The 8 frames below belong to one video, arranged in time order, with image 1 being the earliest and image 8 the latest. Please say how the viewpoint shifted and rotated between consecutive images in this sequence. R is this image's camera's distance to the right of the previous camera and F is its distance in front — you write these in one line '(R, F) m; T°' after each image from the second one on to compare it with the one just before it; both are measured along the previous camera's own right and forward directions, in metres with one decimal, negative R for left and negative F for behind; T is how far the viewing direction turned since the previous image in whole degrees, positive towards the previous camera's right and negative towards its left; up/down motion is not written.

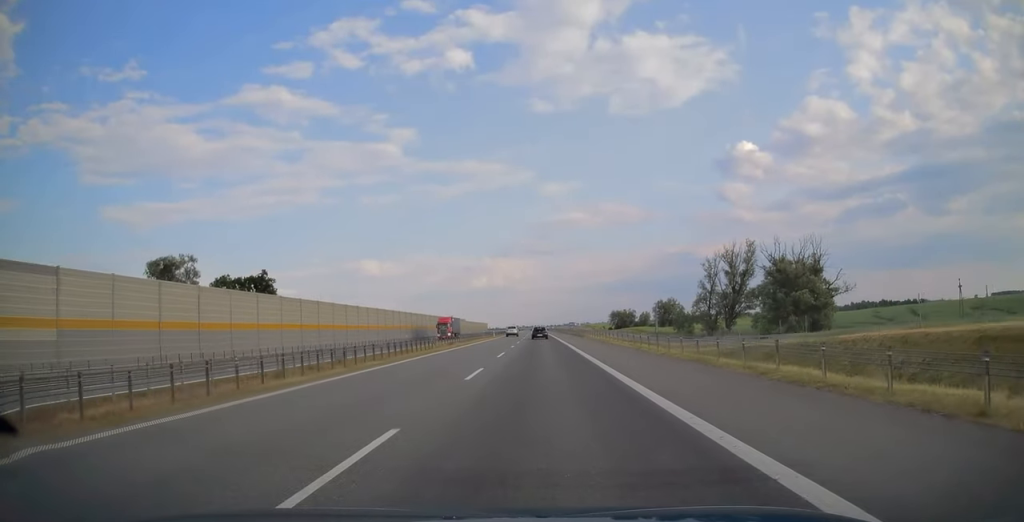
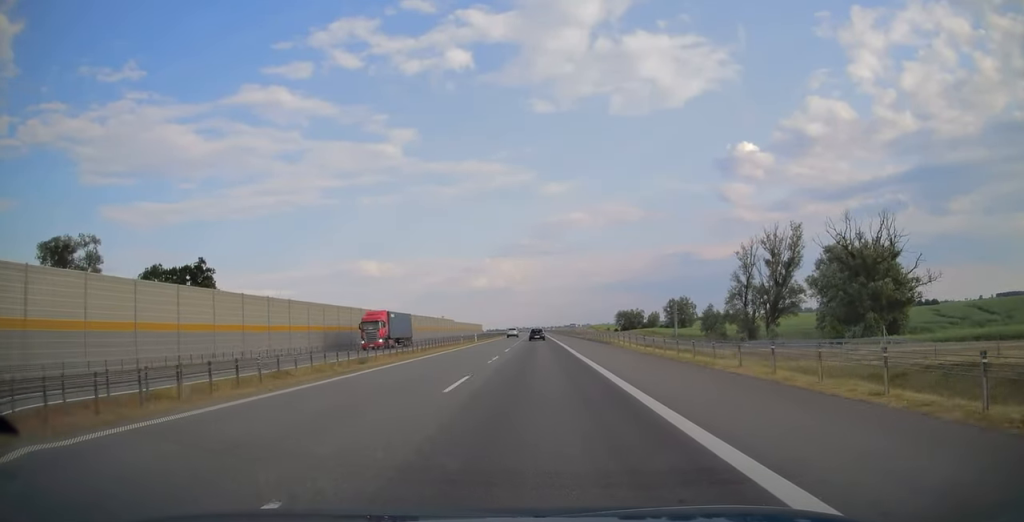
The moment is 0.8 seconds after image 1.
(-0.1, +27.3) m; 0°
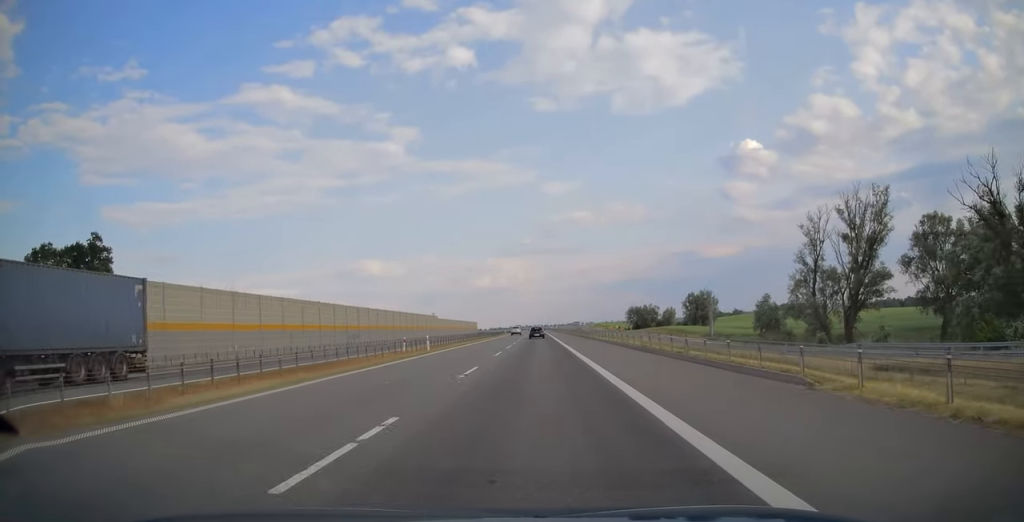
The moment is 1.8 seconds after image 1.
(0.0, +31.7) m; 0°
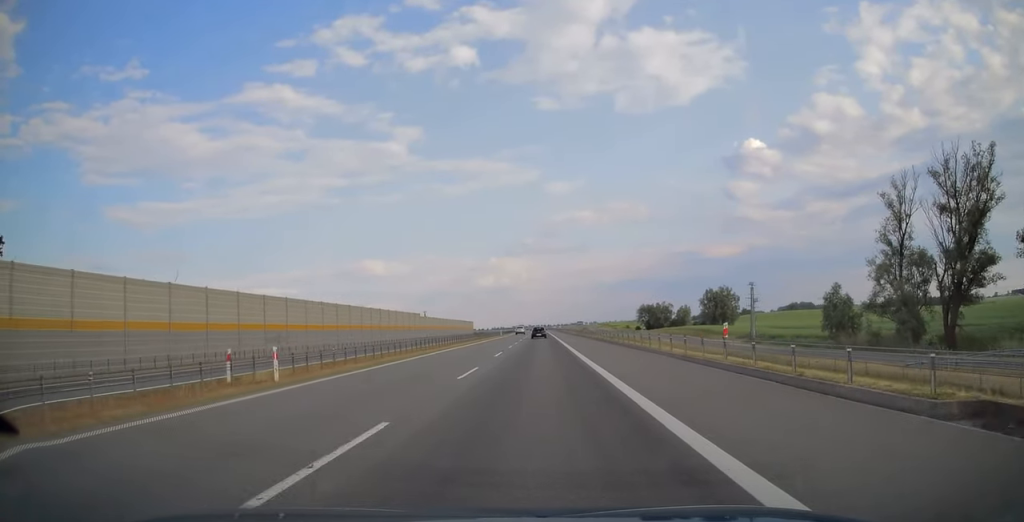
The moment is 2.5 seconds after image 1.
(0.0, +24.4) m; 0°
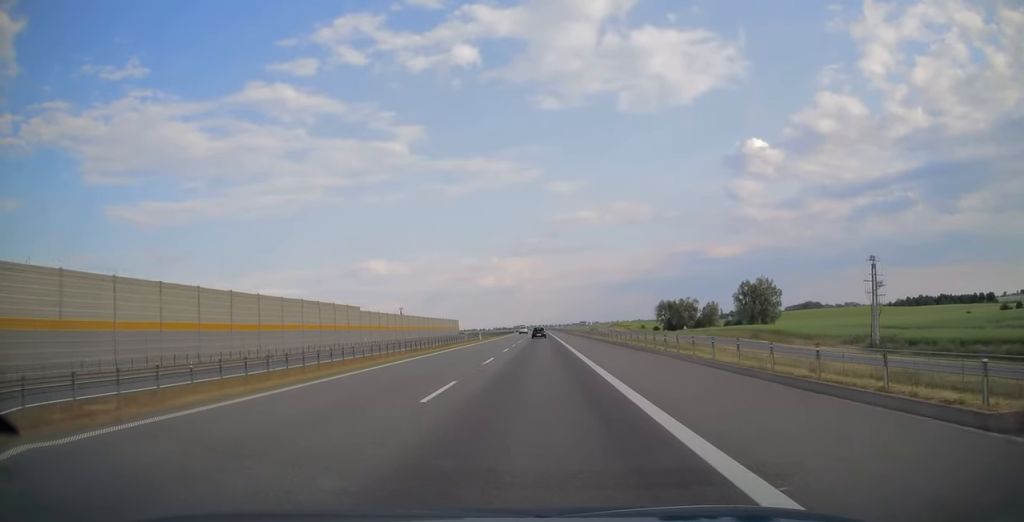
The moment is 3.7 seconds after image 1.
(-0.1, +41.0) m; 0°
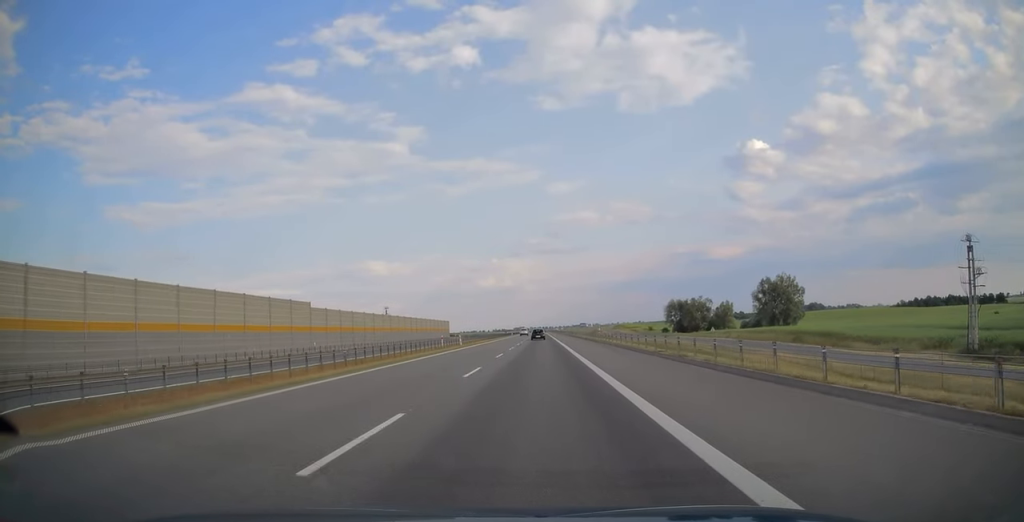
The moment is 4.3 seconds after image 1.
(0.0, +17.7) m; 0°
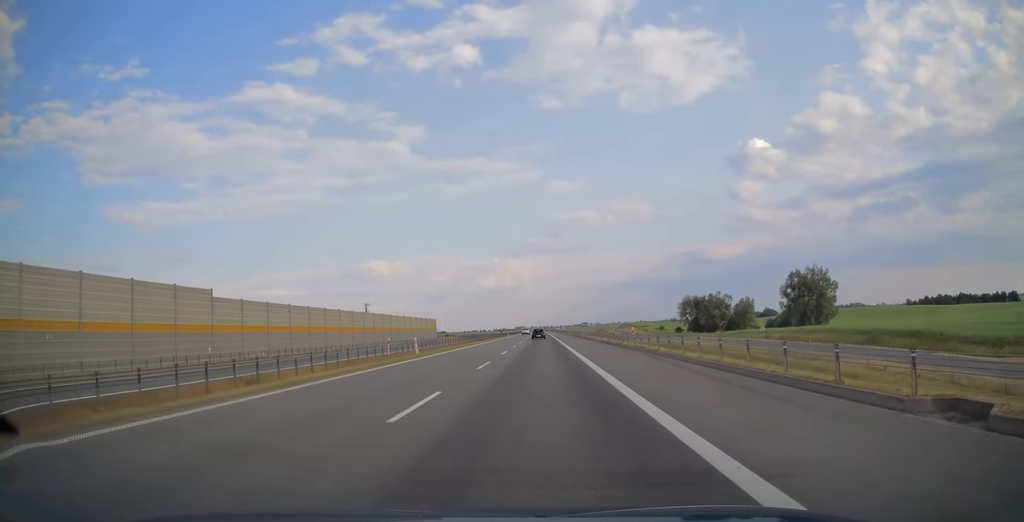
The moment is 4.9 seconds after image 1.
(0.0, +20.4) m; 0°
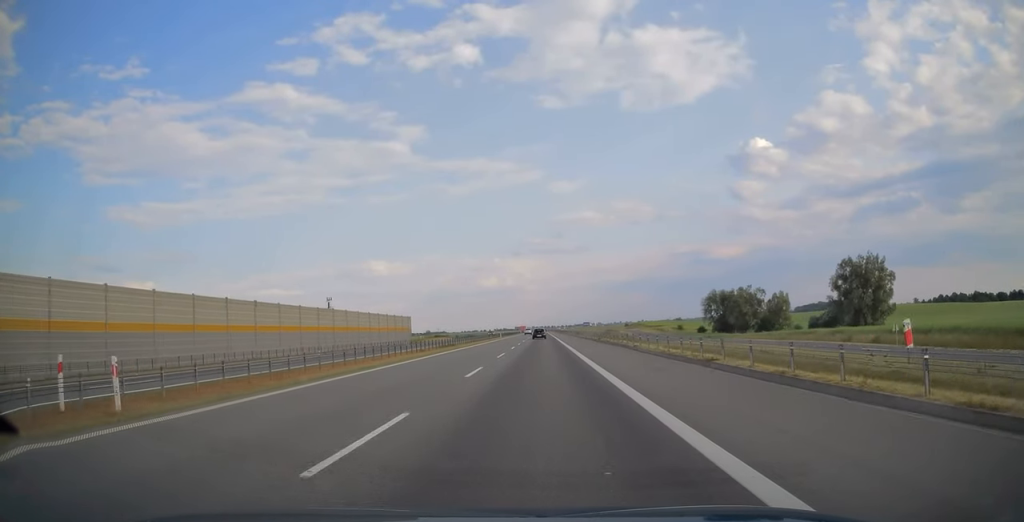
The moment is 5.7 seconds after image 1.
(0.0, +27.6) m; 0°
